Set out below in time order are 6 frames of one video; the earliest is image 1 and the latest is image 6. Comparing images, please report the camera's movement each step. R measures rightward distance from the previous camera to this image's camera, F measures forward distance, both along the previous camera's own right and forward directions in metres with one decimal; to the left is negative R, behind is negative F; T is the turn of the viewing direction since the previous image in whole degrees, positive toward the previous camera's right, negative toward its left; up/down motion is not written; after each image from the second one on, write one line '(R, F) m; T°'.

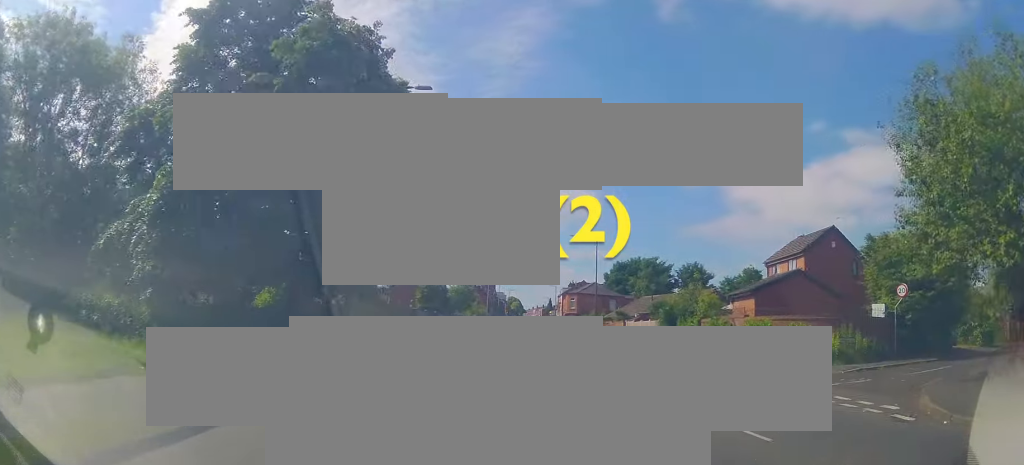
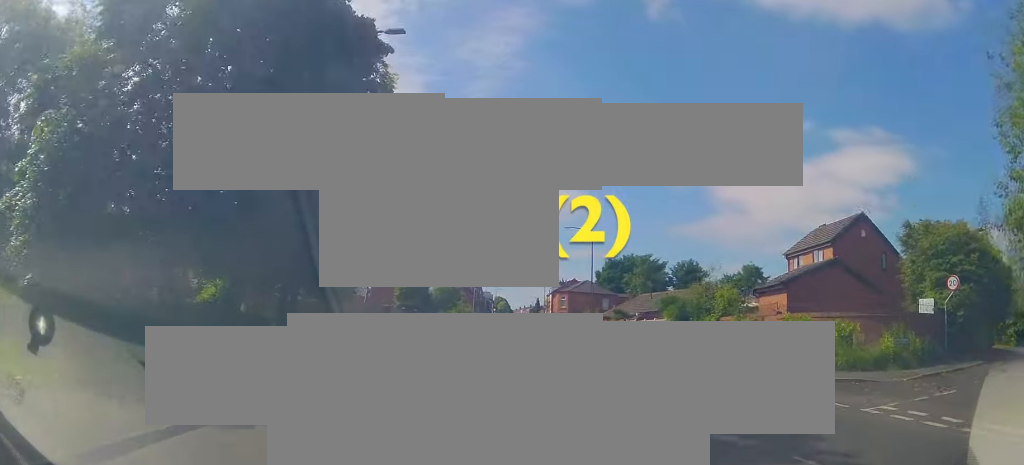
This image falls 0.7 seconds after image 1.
(+0.2, +4.2) m; +2°
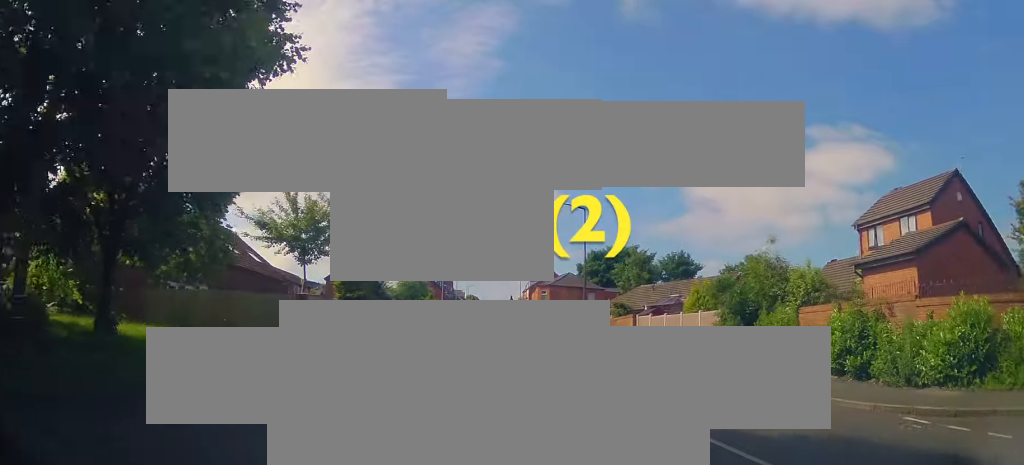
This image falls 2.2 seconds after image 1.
(+0.2, +9.8) m; +3°
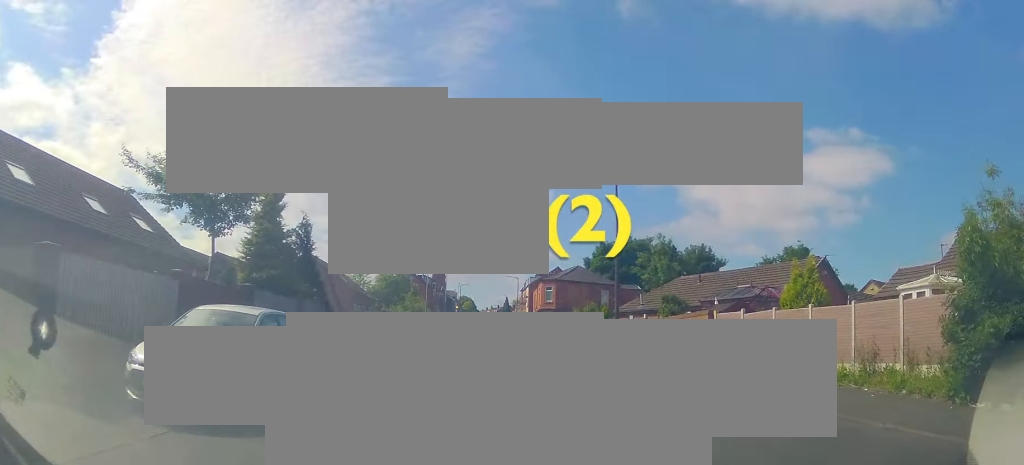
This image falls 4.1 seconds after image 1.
(+0.4, +13.5) m; +1°
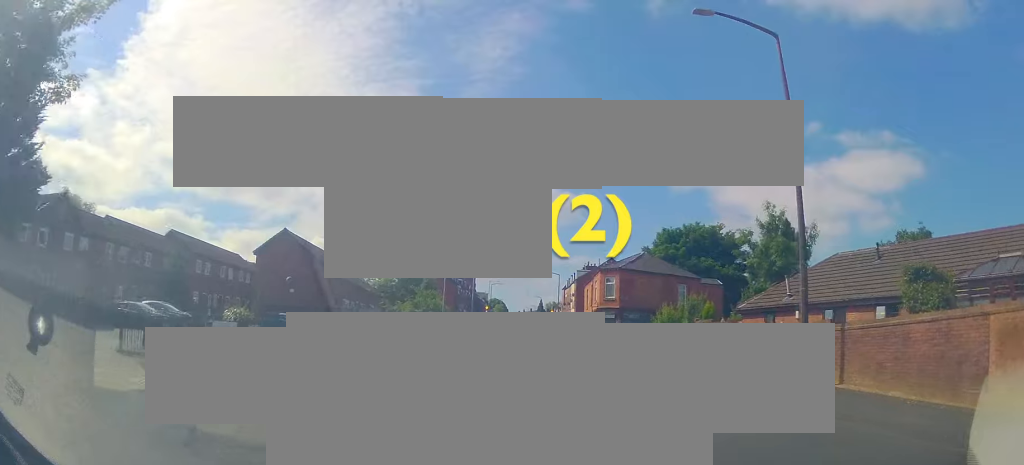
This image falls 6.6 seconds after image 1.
(-0.4, +16.9) m; -2°
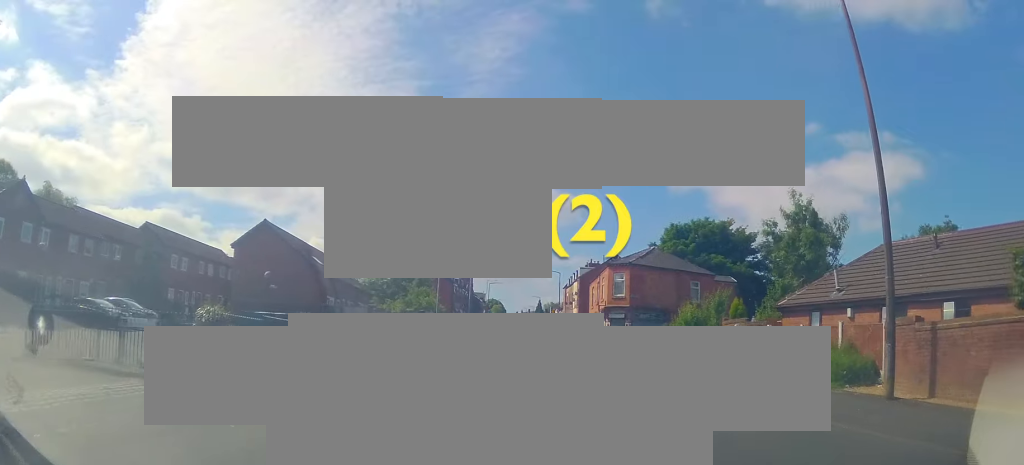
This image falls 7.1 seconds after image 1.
(-0.1, +3.9) m; 0°
